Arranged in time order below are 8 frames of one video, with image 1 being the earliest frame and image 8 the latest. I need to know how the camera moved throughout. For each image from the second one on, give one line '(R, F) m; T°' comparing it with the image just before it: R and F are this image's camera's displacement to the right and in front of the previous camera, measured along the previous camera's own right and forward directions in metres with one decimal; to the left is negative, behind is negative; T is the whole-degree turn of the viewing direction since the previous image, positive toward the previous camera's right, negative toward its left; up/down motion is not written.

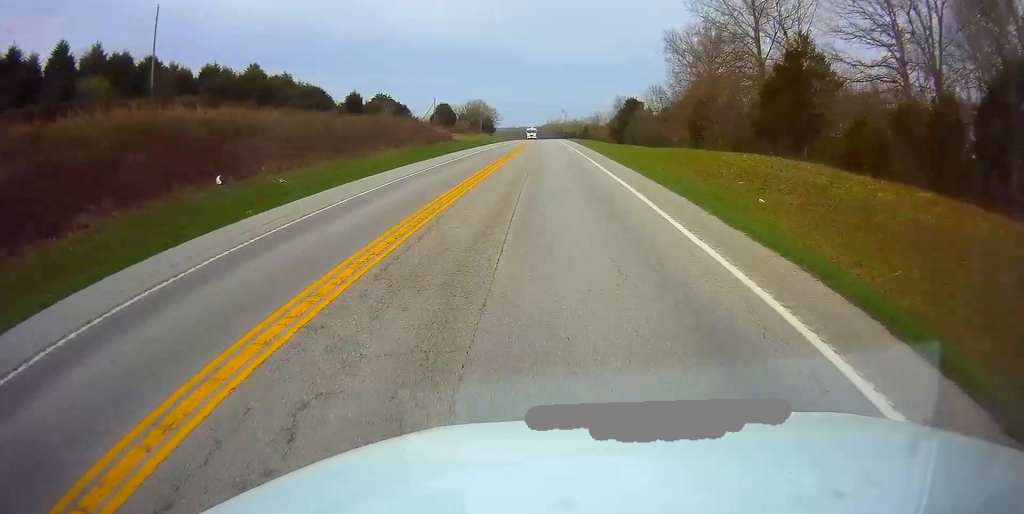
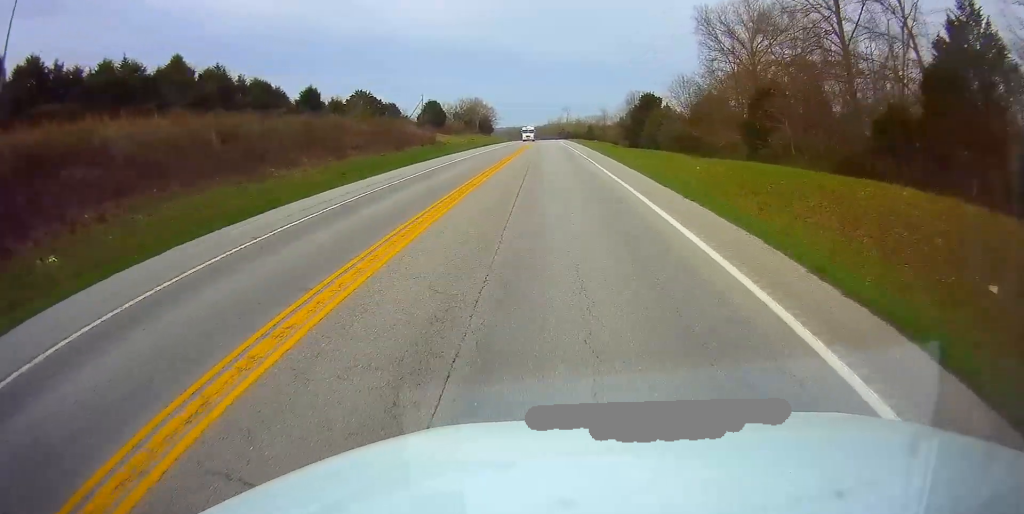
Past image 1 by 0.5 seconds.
(0.0, +16.6) m; 0°
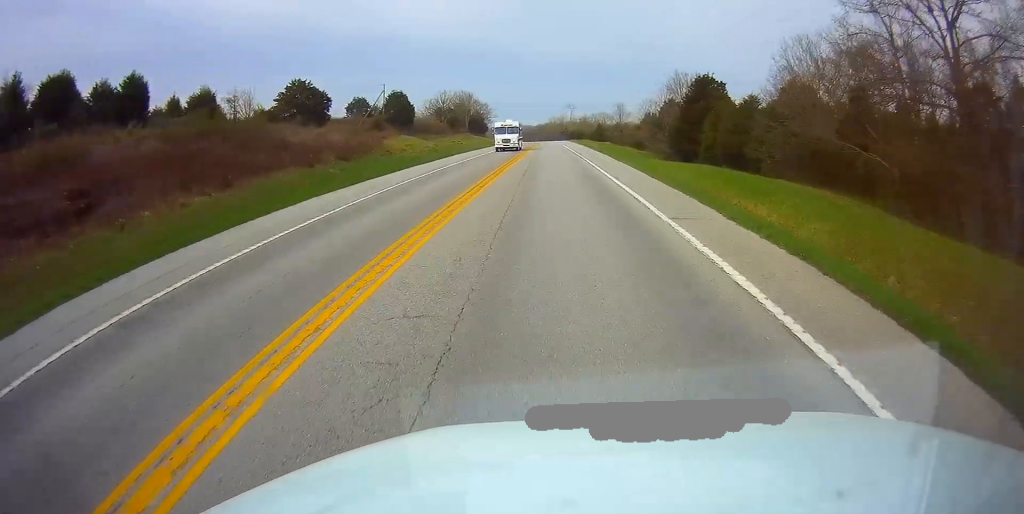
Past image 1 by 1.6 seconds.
(+0.2, +33.2) m; 0°
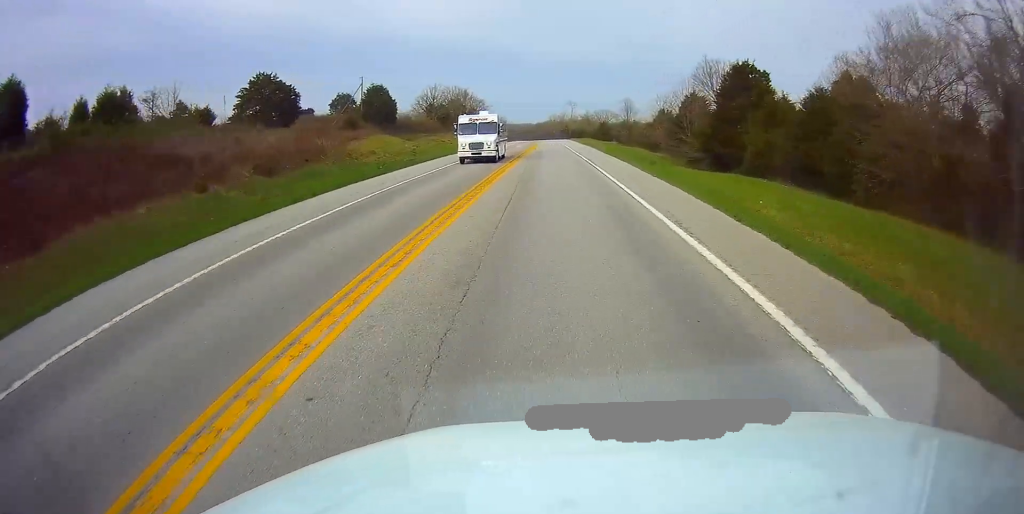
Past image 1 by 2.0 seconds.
(+0.2, +12.5) m; 0°
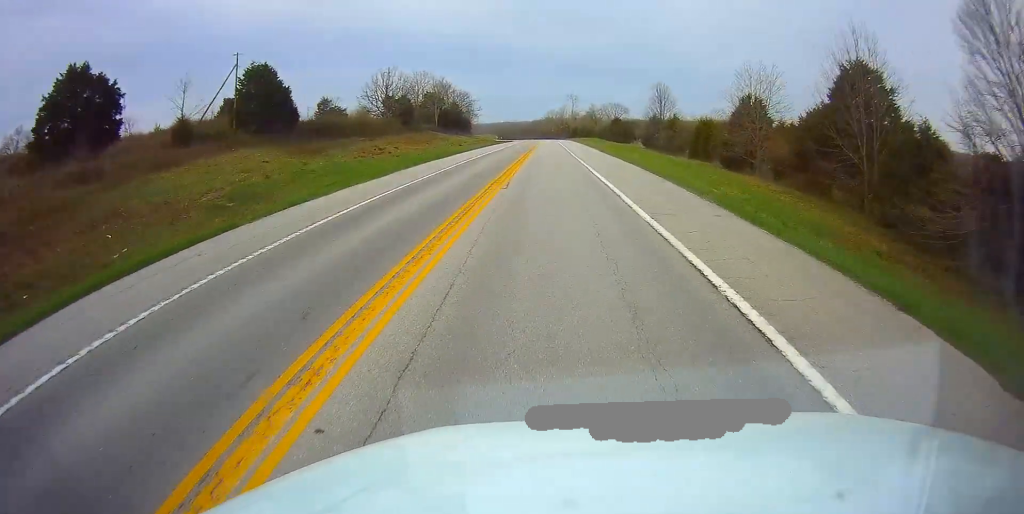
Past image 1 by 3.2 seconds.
(-0.3, +38.5) m; 0°
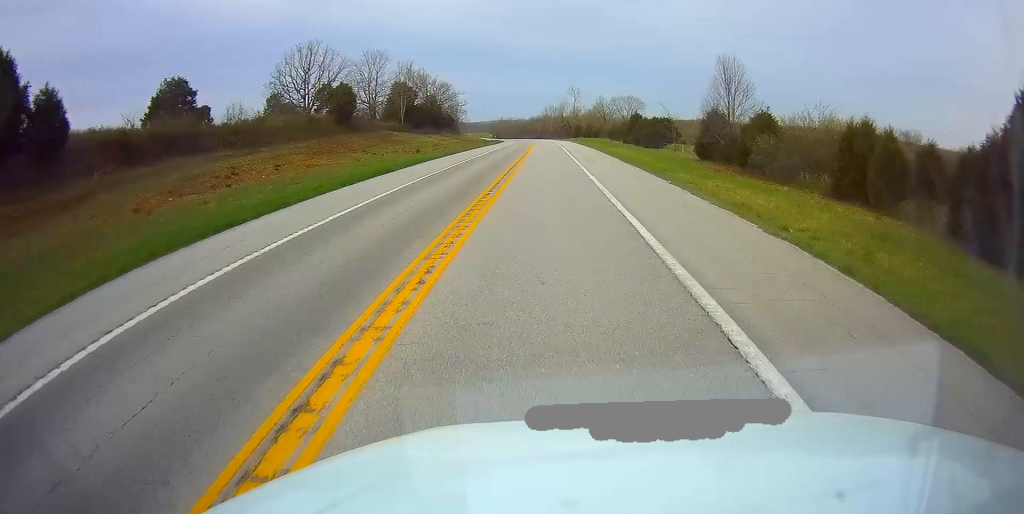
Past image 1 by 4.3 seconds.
(+0.1, +33.4) m; -1°
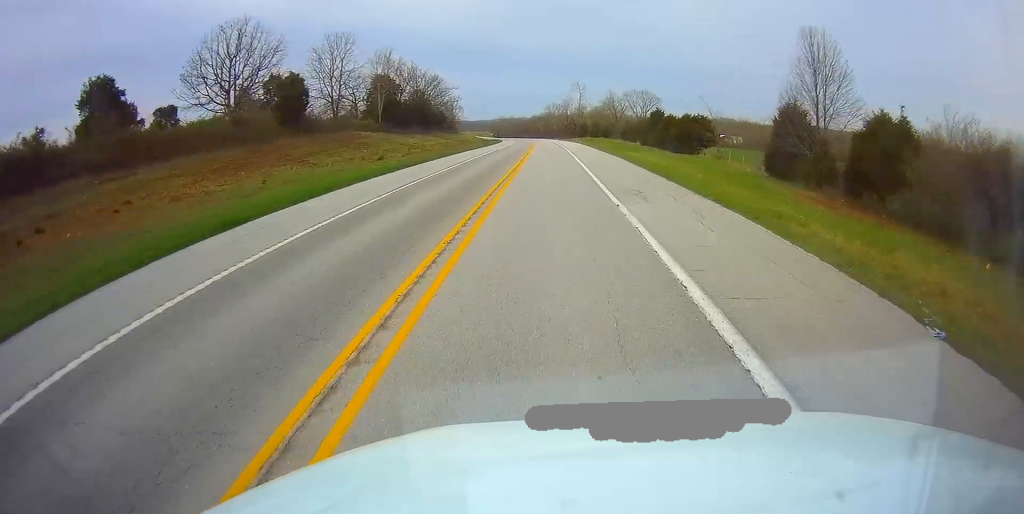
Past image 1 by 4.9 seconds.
(-0.3, +17.7) m; 0°
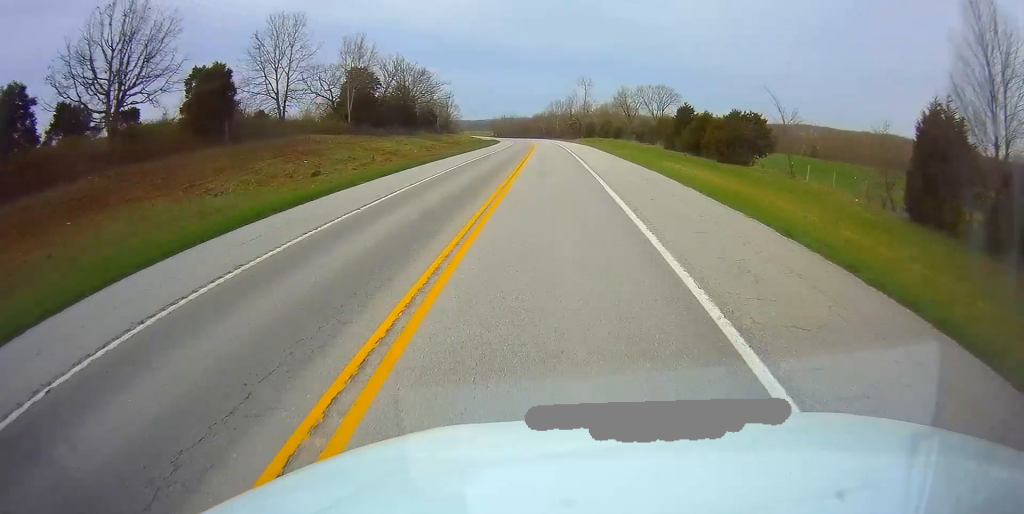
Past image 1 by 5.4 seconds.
(0.0, +16.7) m; 0°
